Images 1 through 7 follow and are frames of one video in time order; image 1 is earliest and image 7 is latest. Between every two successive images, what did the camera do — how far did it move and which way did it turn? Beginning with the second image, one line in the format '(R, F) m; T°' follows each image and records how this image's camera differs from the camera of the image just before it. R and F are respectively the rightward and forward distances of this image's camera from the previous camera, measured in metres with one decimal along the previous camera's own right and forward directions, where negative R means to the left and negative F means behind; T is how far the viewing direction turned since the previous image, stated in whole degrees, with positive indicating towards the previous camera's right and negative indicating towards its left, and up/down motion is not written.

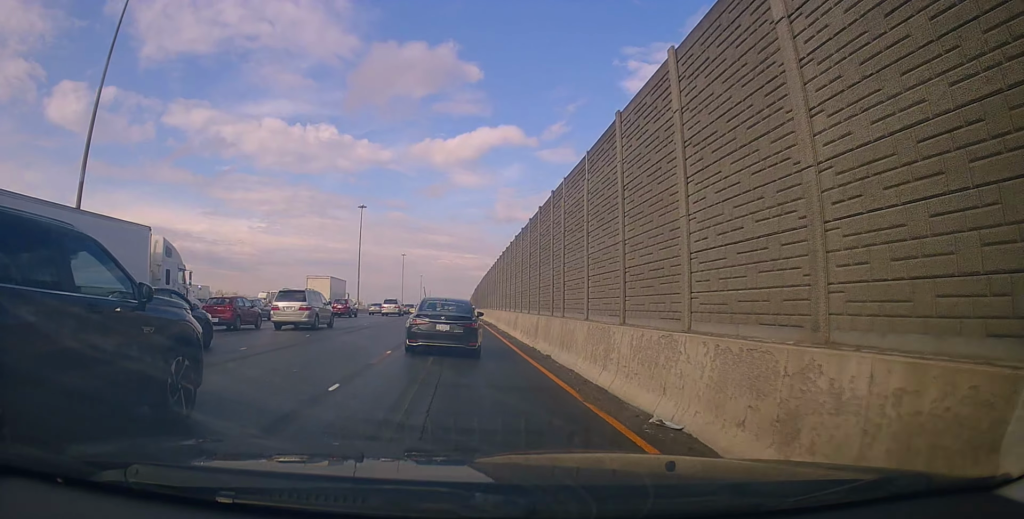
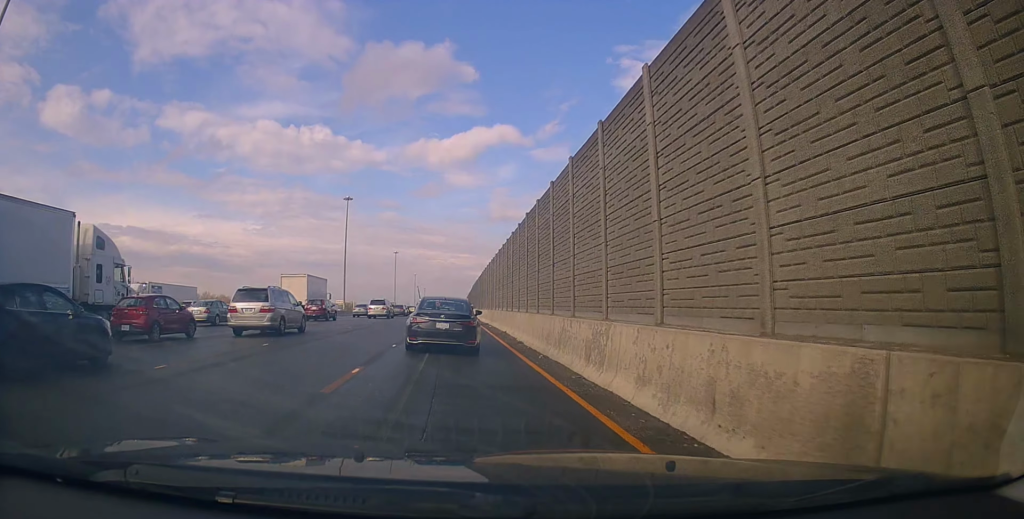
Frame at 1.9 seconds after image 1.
(+0.8, +15.8) m; +5°
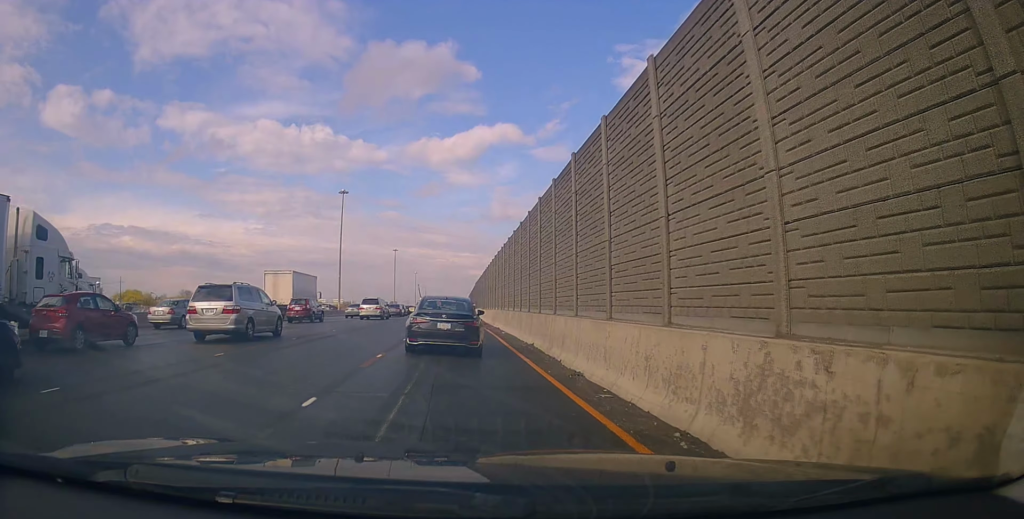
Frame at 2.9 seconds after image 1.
(-0.2, +9.2) m; -5°
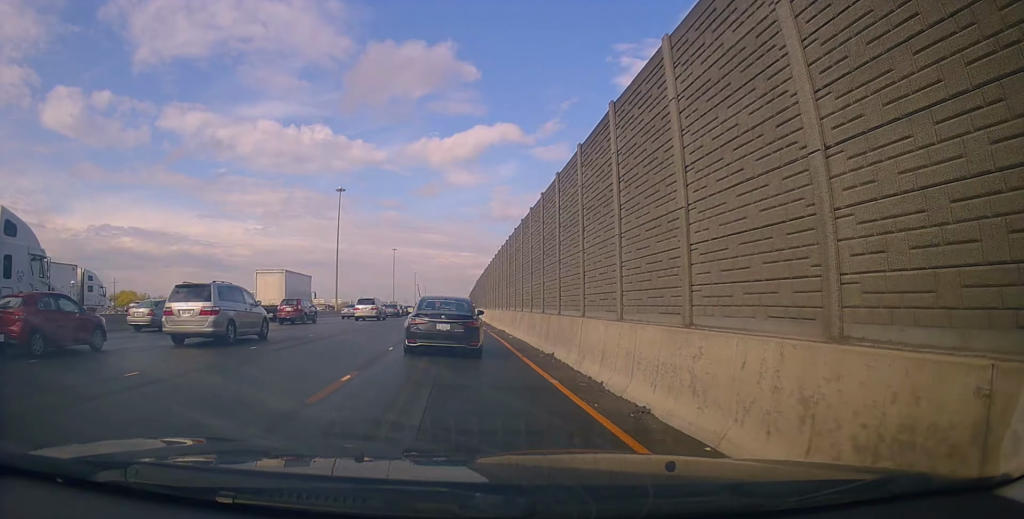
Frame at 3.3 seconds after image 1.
(-0.4, +3.9) m; -1°
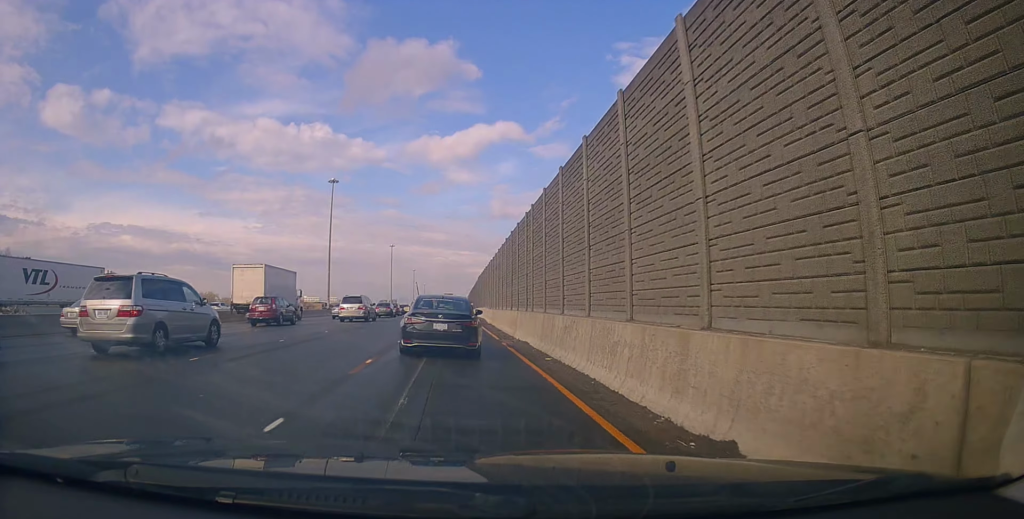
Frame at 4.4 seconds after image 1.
(0.0, +9.6) m; +2°
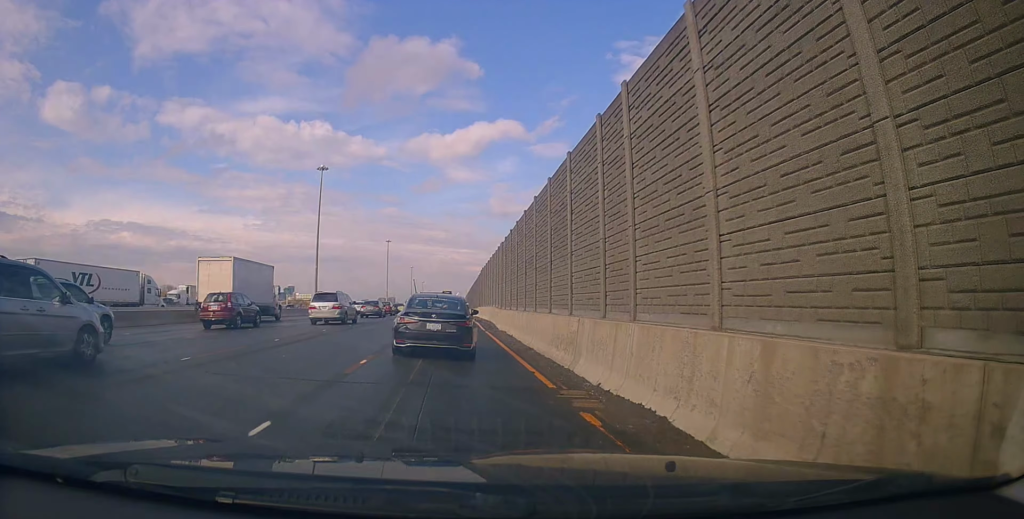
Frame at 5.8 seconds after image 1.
(+0.3, +12.4) m; -2°
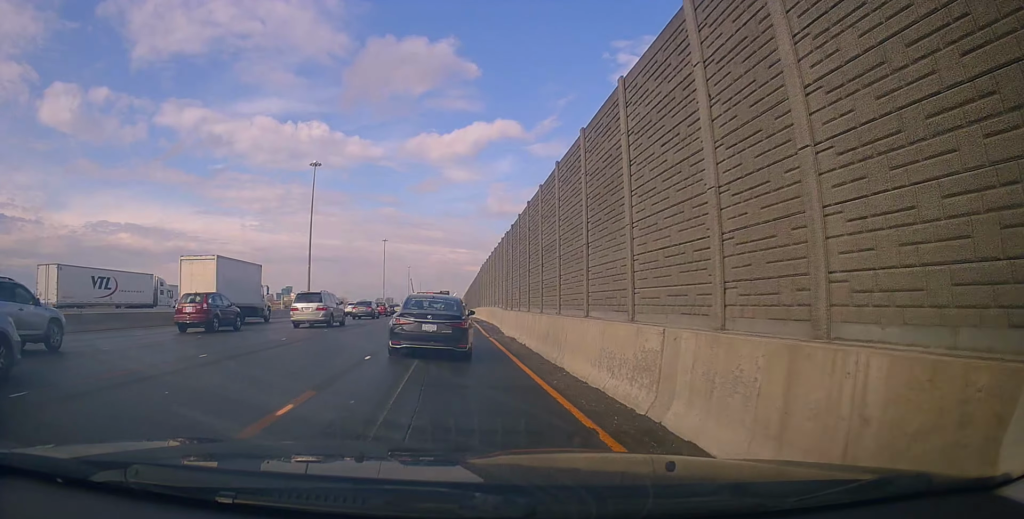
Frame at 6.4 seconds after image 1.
(-0.3, +4.9) m; +2°
